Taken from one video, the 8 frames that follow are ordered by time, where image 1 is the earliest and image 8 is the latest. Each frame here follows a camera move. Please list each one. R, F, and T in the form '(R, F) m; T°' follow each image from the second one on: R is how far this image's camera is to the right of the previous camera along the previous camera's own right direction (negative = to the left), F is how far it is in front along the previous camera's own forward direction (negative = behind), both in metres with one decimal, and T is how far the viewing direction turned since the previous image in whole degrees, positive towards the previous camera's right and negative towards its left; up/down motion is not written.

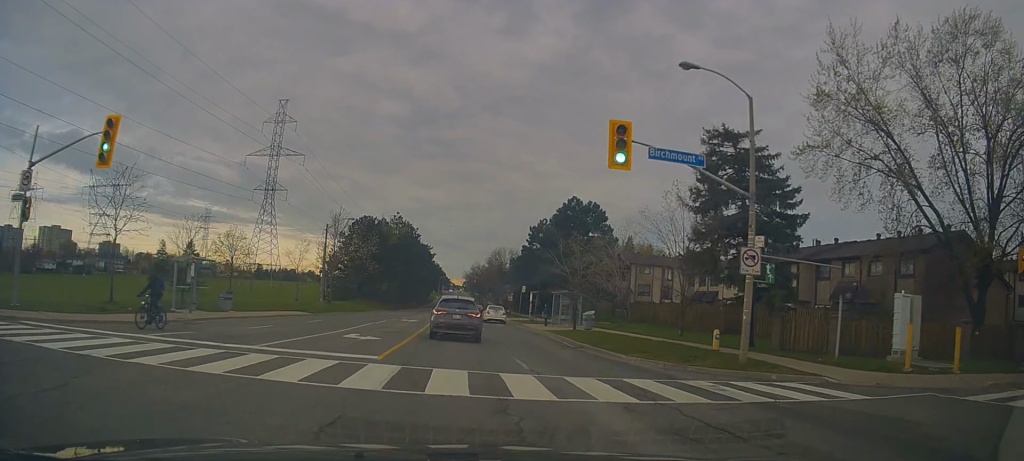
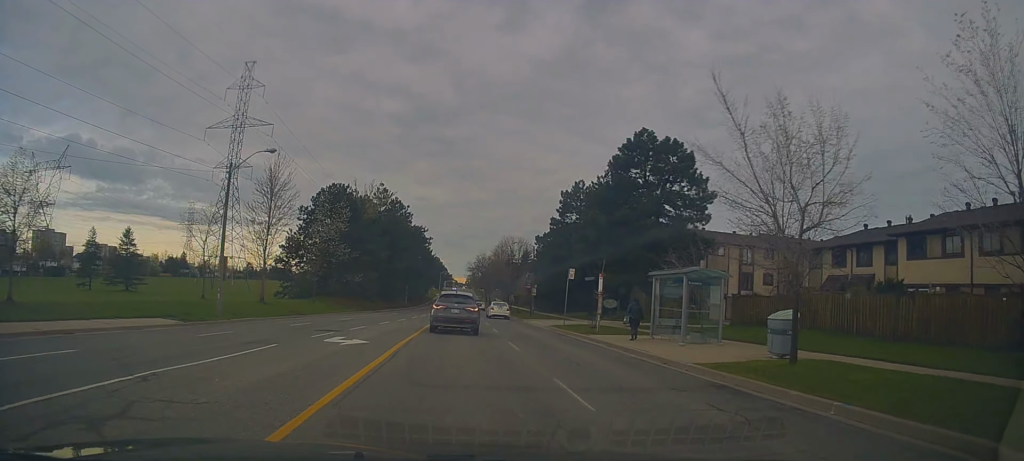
(-0.1, +22.3) m; +1°
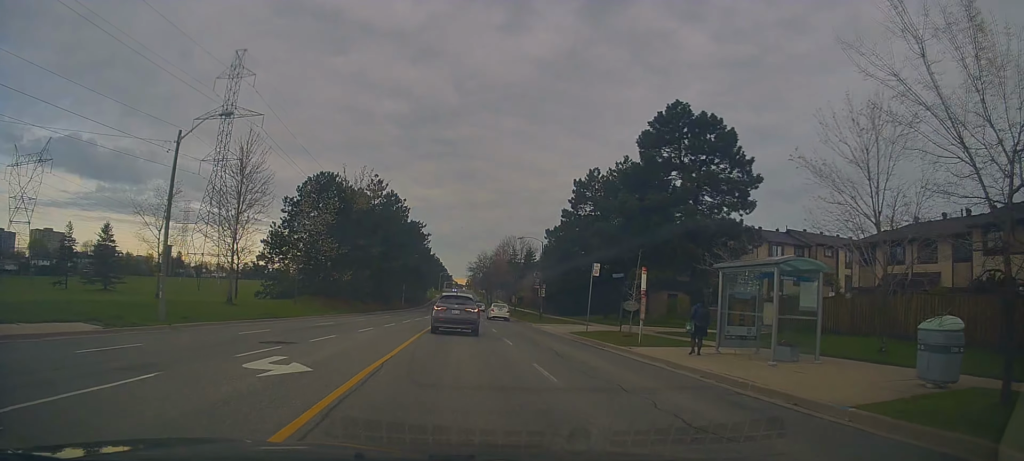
(+0.3, +6.0) m; 0°
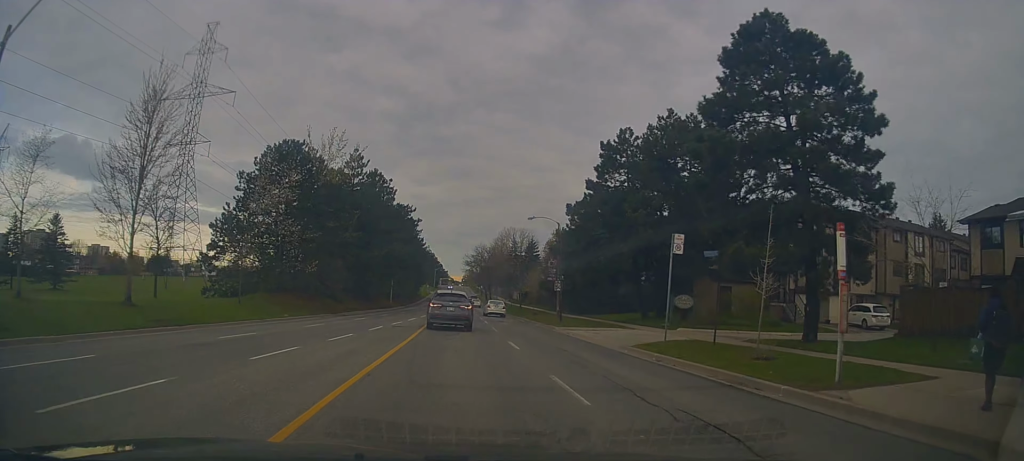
(-0.4, +11.6) m; -2°
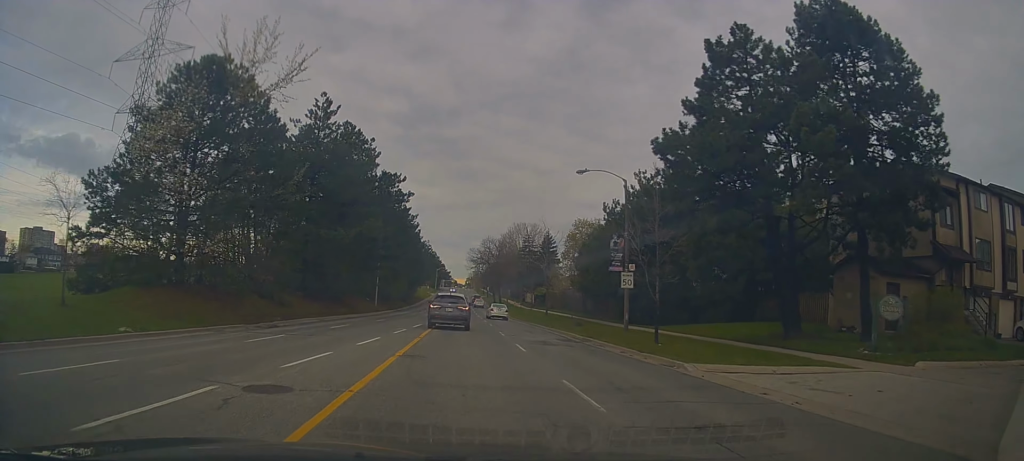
(-0.2, +17.2) m; 0°
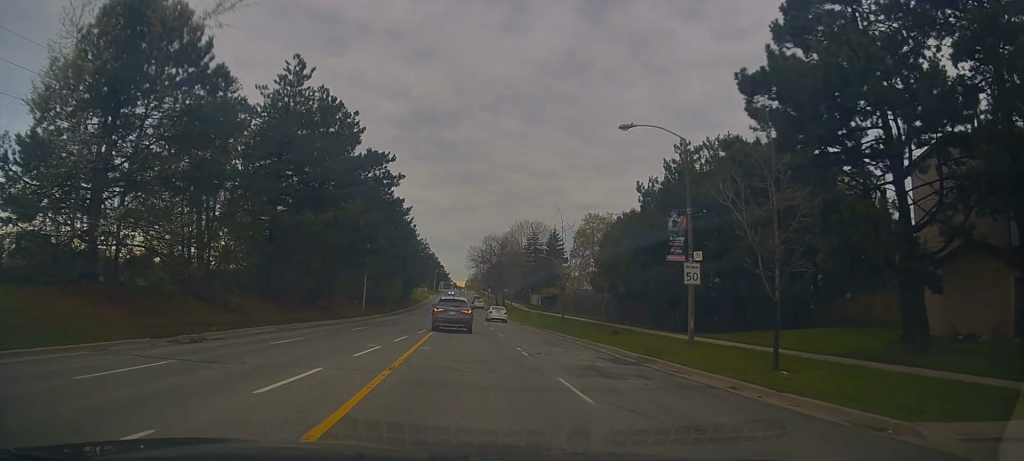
(+0.1, +7.4) m; +1°
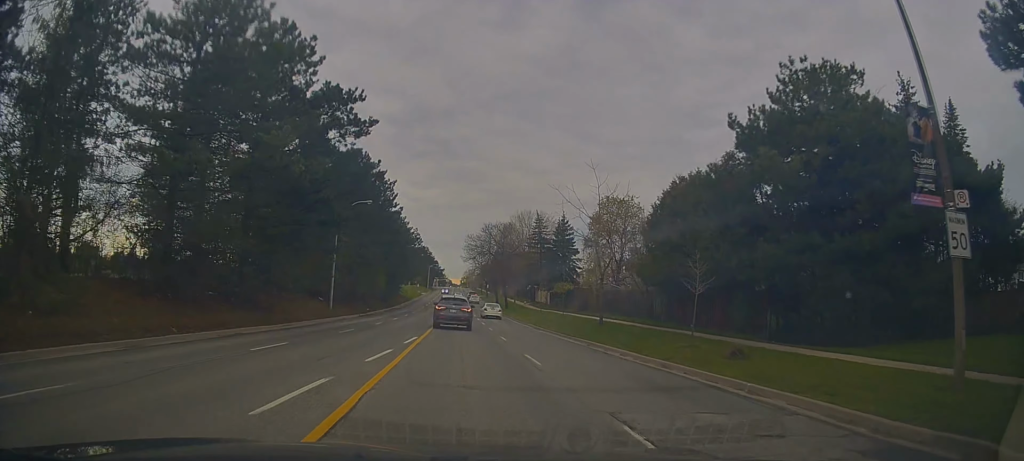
(+0.1, +12.1) m; +2°
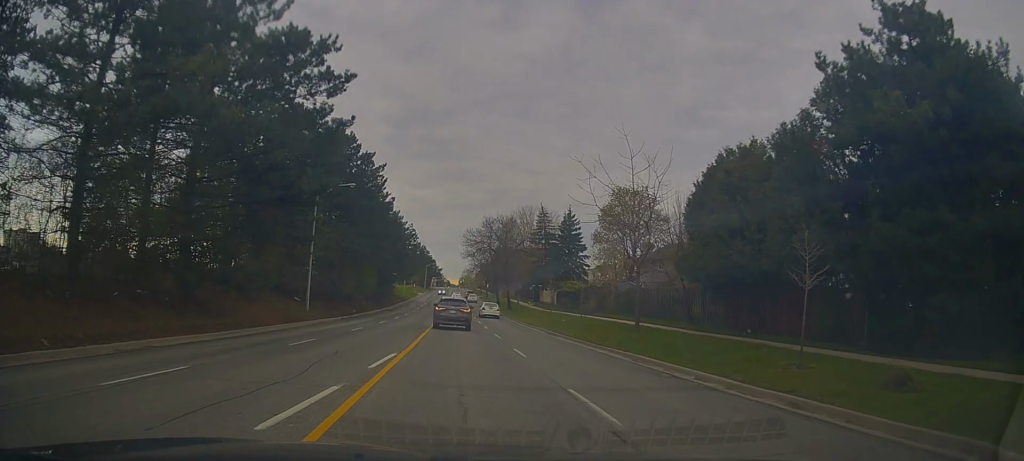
(-0.1, +5.8) m; +1°
